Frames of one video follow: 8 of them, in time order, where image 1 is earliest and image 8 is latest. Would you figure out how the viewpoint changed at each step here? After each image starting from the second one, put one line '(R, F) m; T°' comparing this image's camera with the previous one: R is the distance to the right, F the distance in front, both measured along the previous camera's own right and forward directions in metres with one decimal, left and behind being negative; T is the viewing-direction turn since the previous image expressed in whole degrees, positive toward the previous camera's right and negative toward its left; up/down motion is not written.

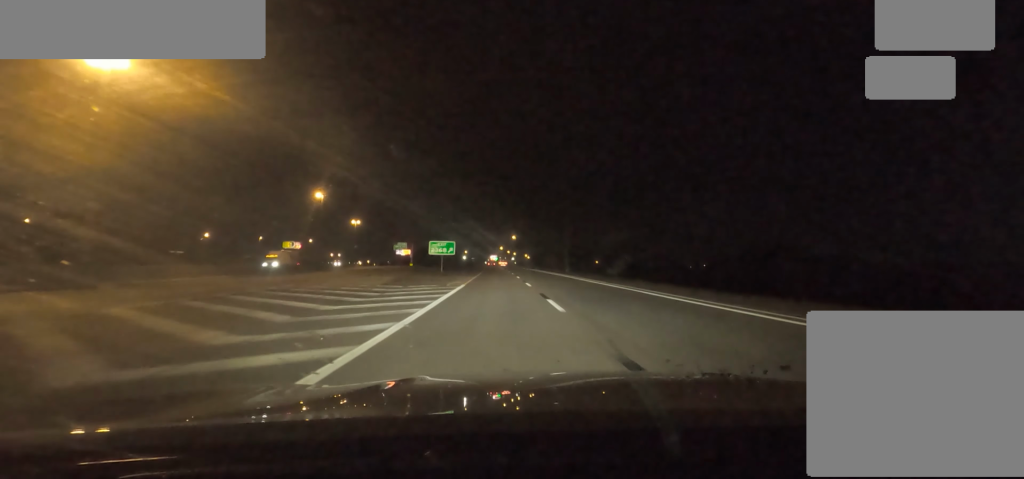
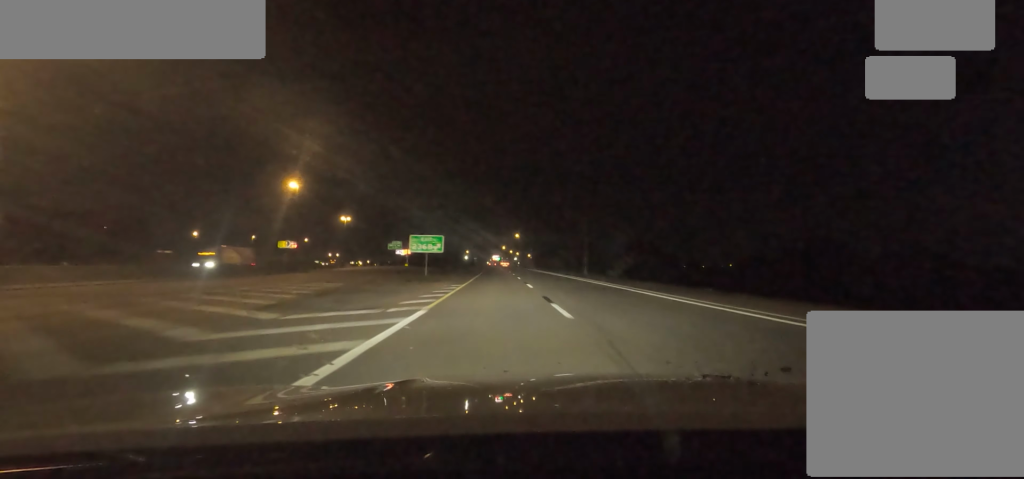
(0.0, +15.0) m; 0°
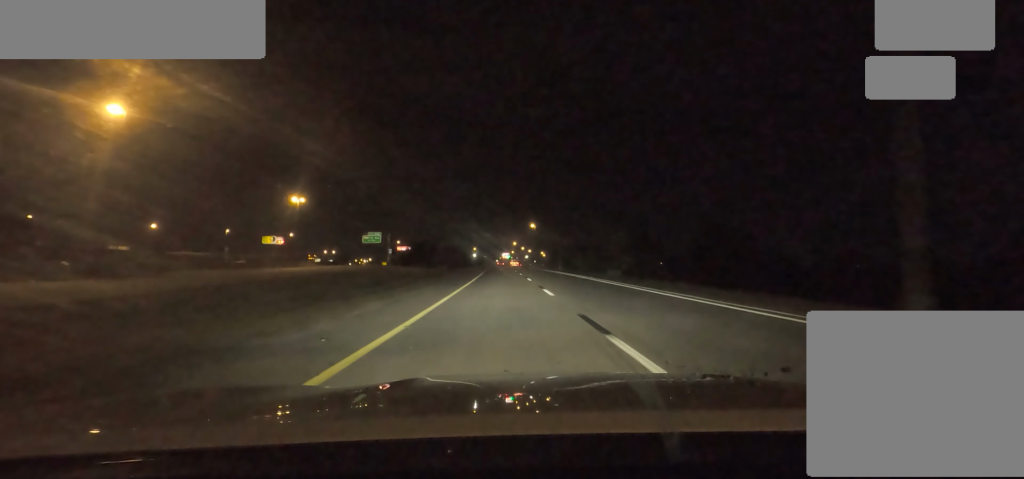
(0.0, +48.0) m; 0°
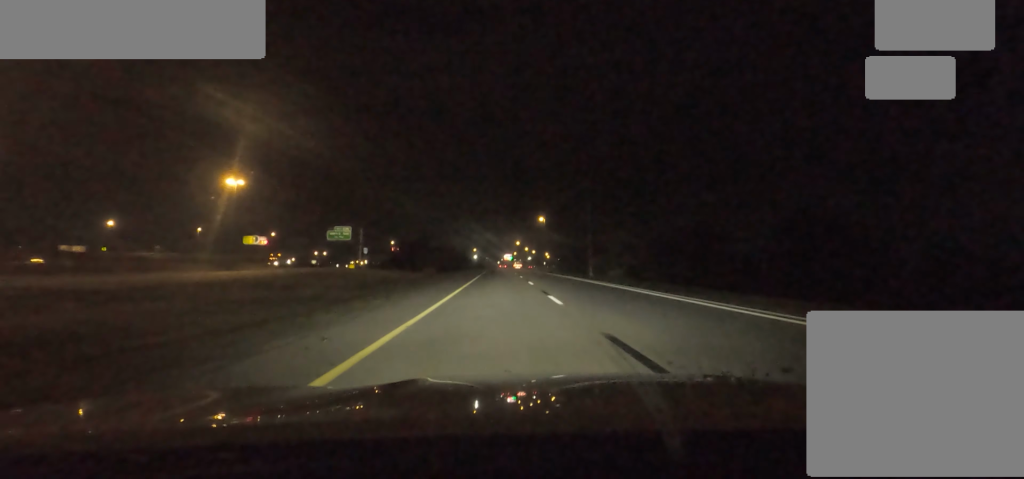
(0.0, +30.2) m; -1°
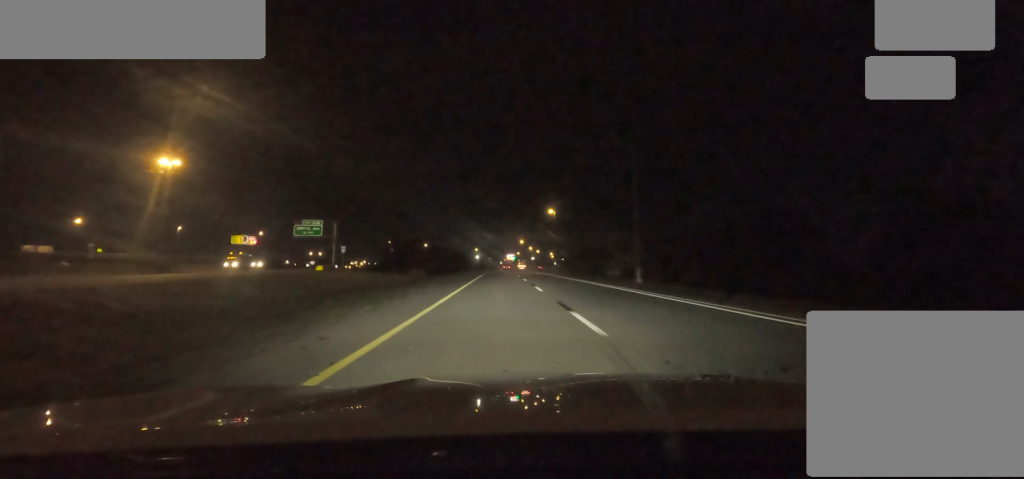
(+0.1, +20.5) m; -2°
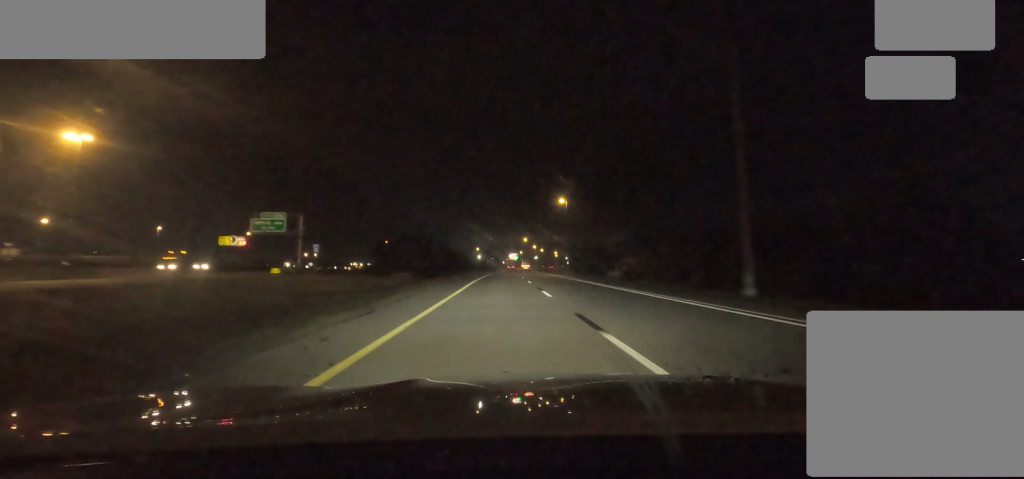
(-1.0, +17.3) m; 0°
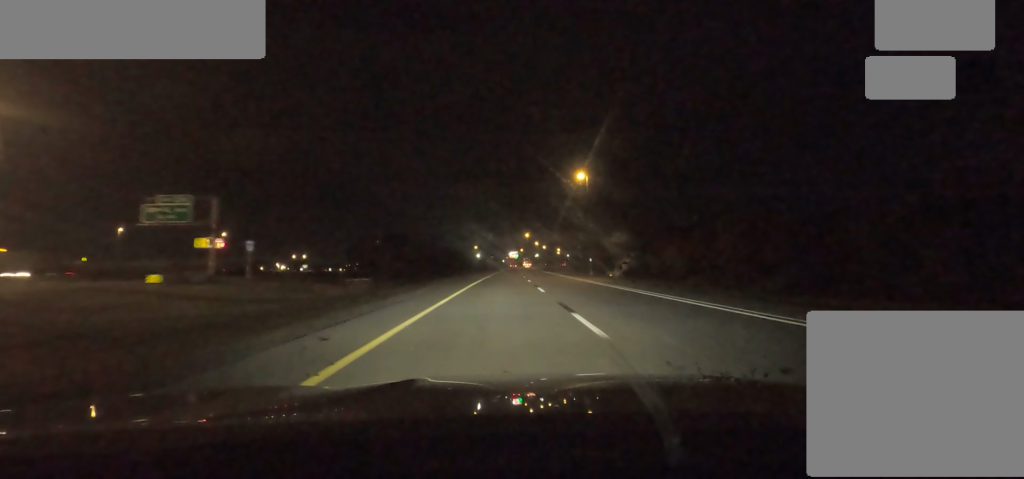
(+0.5, +23.3) m; +2°
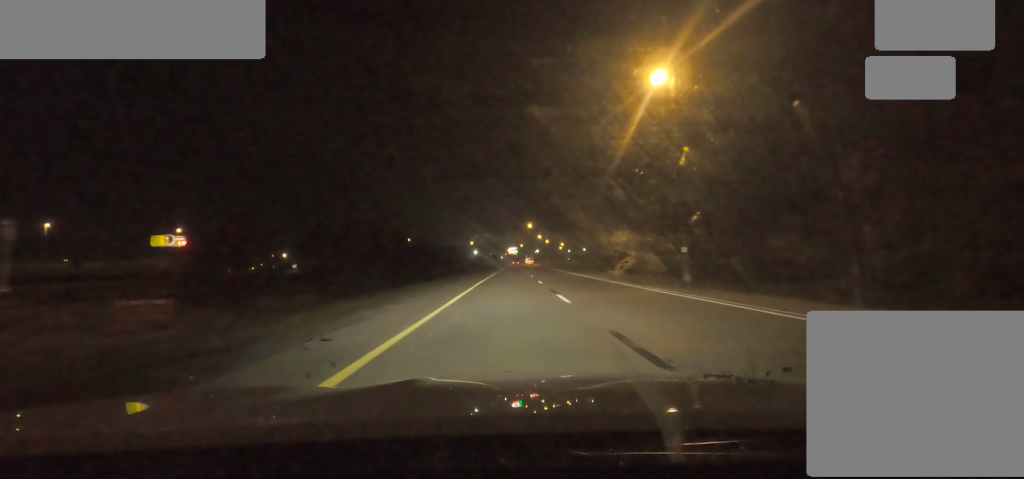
(+0.8, +33.9) m; +1°
